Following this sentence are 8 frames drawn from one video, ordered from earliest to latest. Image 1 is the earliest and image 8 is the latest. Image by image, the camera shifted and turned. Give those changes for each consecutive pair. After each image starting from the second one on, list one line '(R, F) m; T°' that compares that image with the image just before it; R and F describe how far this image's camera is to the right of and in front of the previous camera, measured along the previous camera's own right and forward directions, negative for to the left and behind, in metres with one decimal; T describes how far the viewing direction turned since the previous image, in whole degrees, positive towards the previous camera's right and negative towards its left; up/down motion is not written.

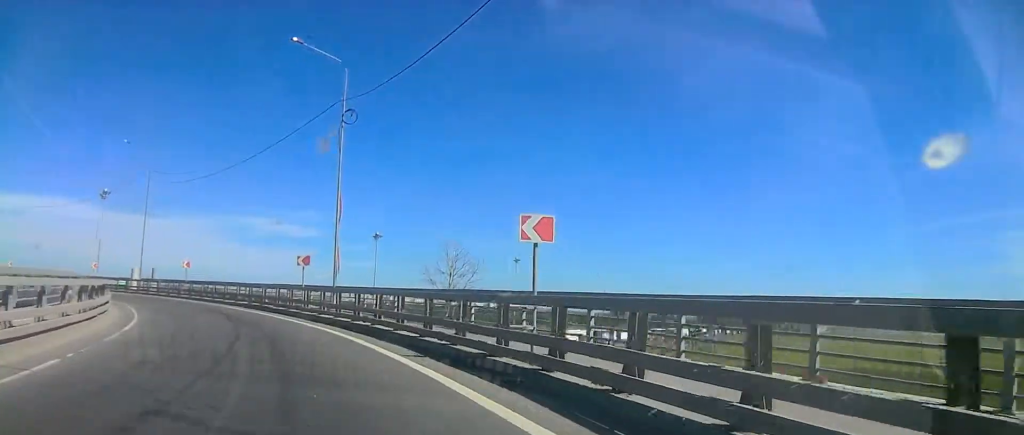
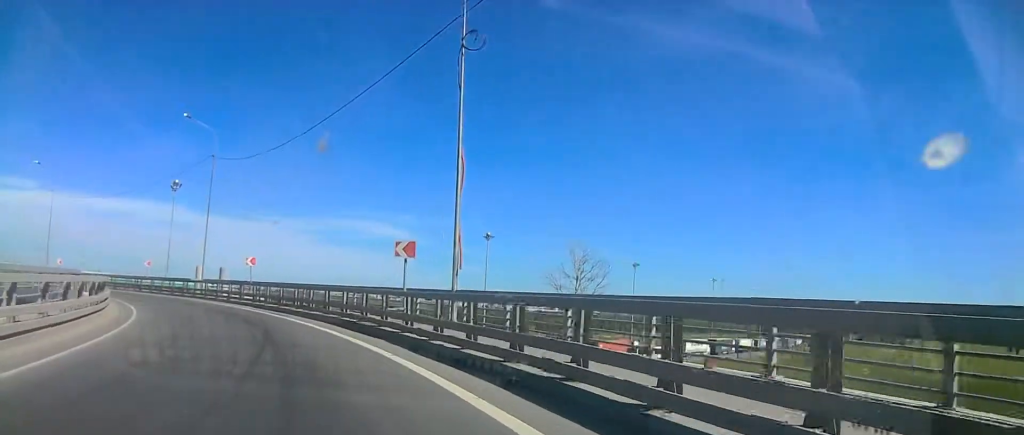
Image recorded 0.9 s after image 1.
(-0.8, +10.2) m; -10°
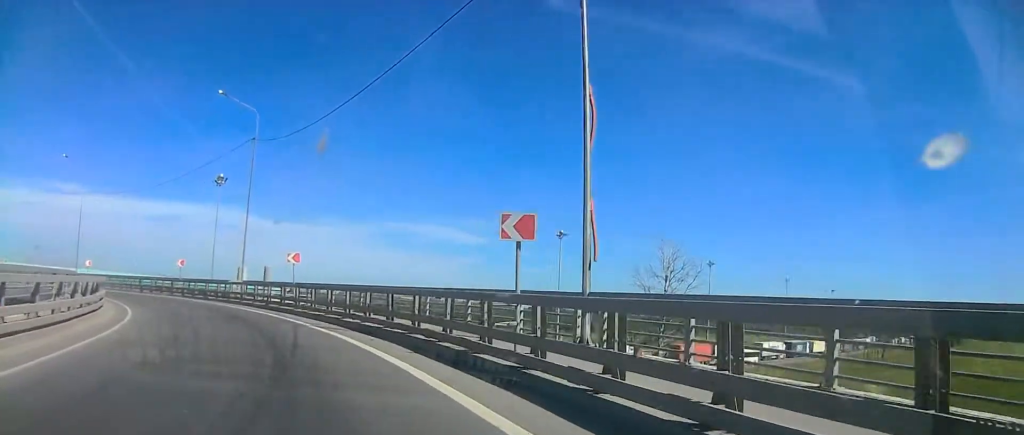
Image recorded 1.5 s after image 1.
(-0.8, +6.8) m; -7°
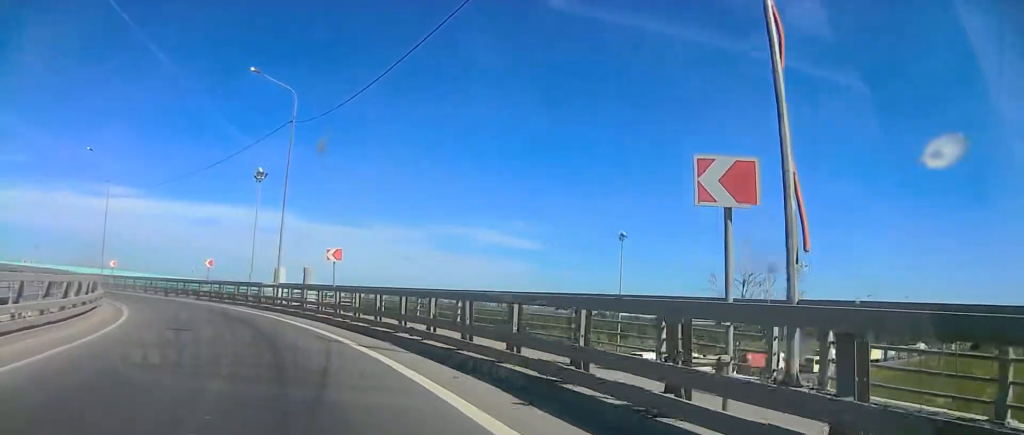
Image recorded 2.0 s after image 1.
(0.0, +5.1) m; -2°
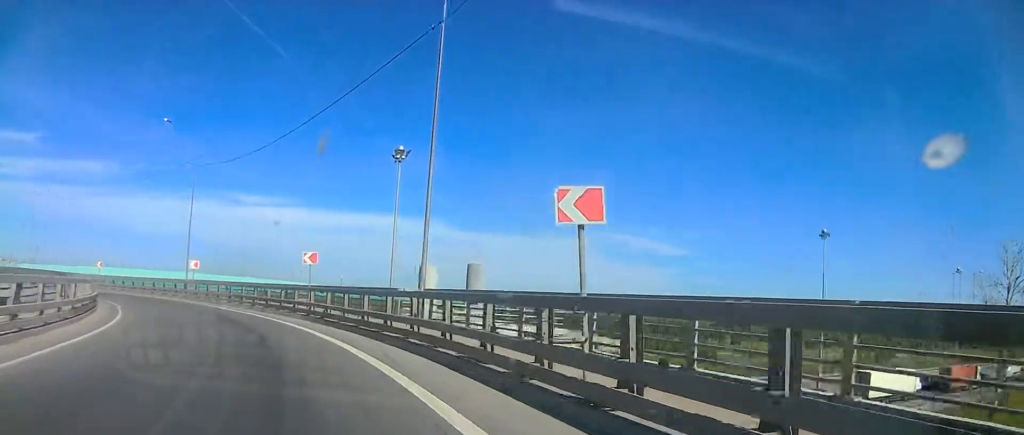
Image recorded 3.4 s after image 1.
(-0.8, +15.1) m; -11°
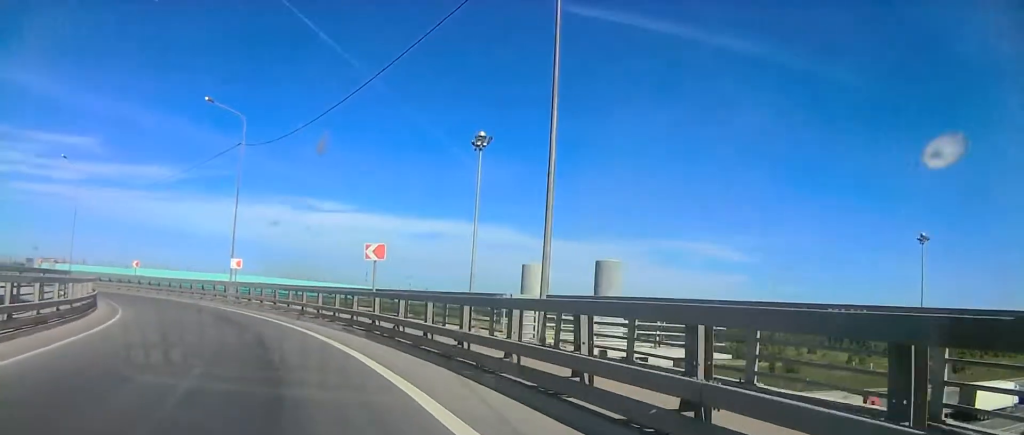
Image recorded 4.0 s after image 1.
(-0.6, +6.9) m; -5°
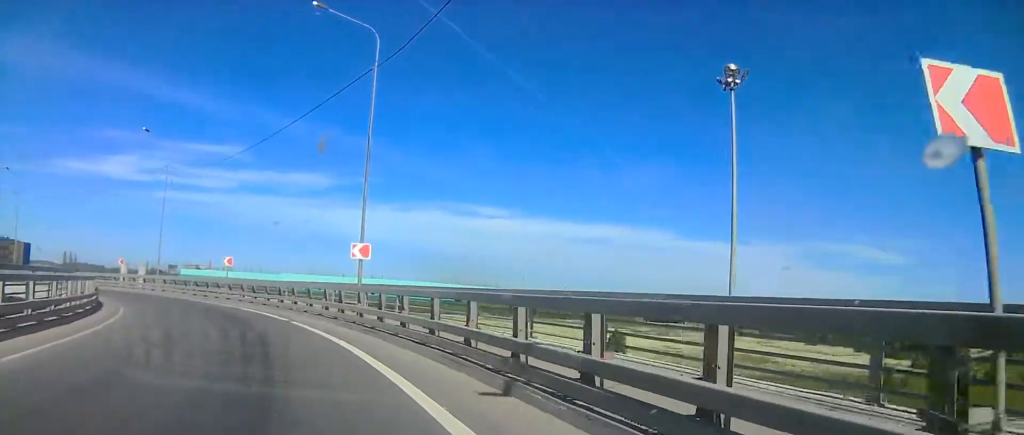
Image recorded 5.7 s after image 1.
(-1.8, +16.3) m; -20°
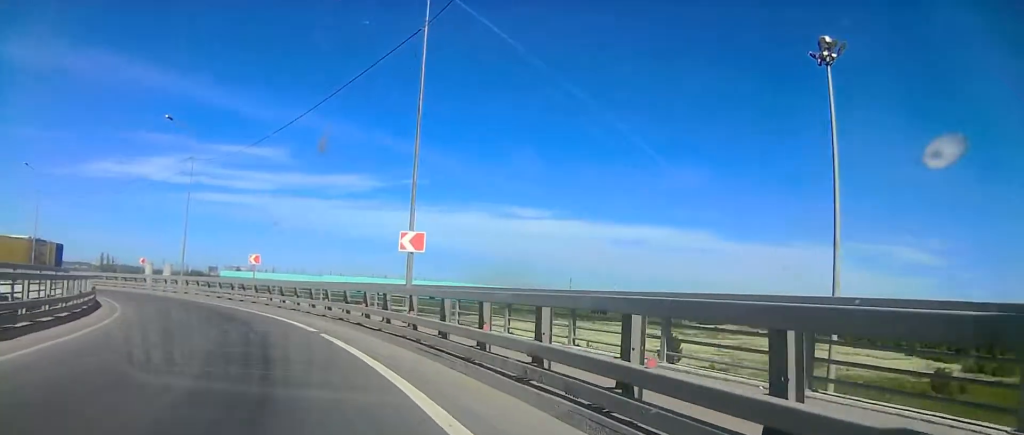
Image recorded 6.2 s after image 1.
(-0.9, +4.9) m; -7°
